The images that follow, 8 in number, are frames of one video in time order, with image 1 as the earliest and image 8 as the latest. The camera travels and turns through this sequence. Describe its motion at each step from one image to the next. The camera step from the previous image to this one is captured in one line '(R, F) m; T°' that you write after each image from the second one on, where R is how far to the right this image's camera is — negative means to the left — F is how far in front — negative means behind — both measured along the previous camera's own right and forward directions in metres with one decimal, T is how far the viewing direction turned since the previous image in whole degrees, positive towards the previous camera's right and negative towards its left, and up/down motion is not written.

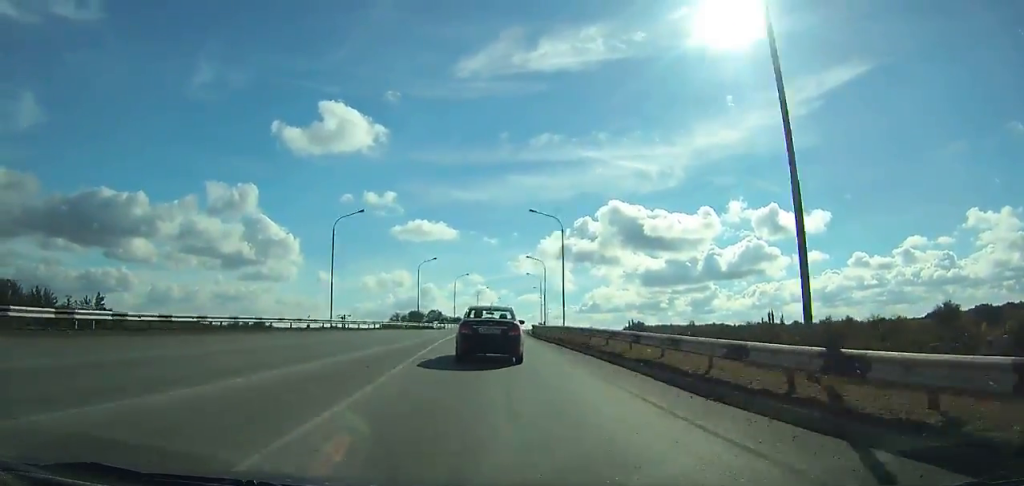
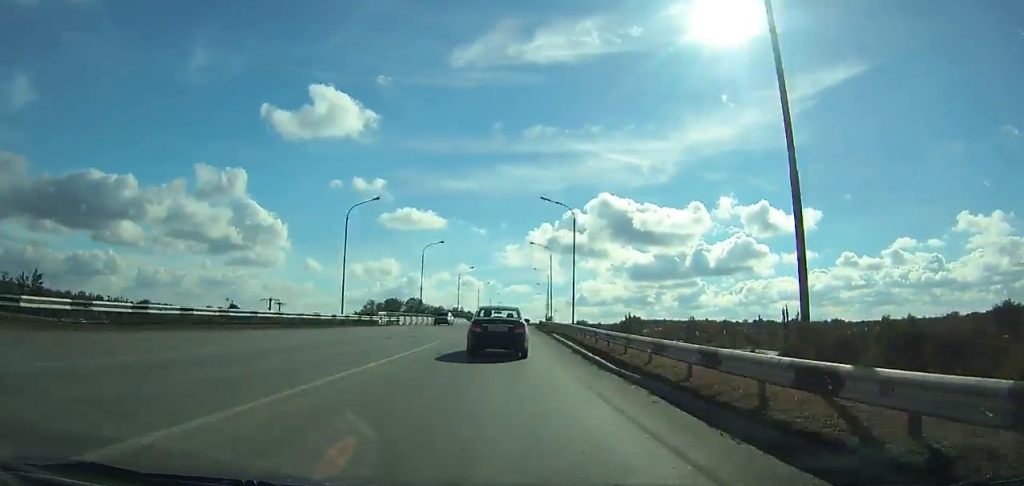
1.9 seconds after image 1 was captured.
(-0.5, +36.1) m; +1°
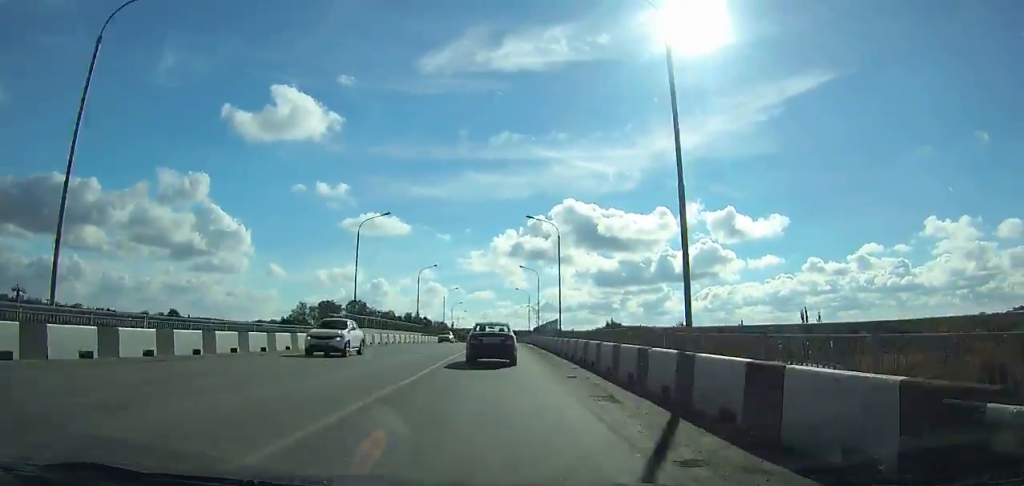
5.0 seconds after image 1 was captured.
(+1.5, +58.3) m; +3°
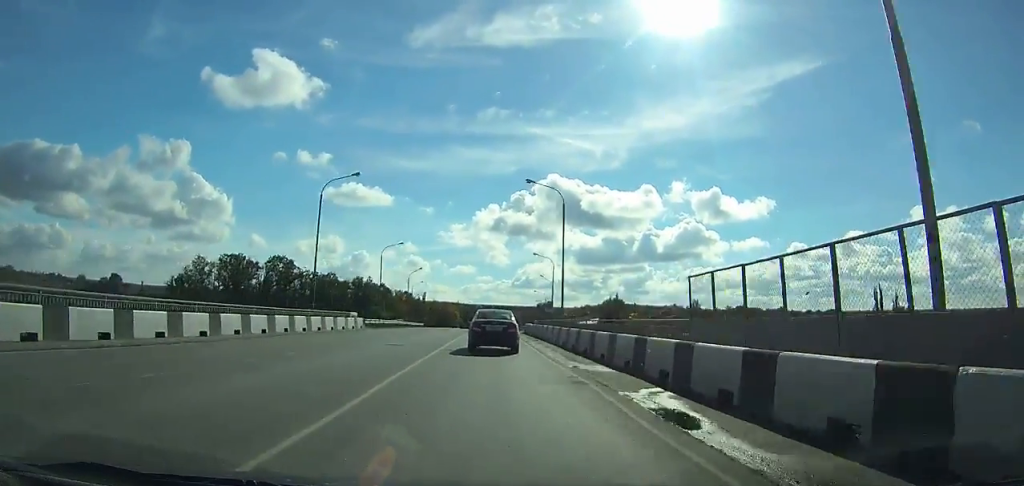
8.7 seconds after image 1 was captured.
(+1.7, +68.2) m; +2°
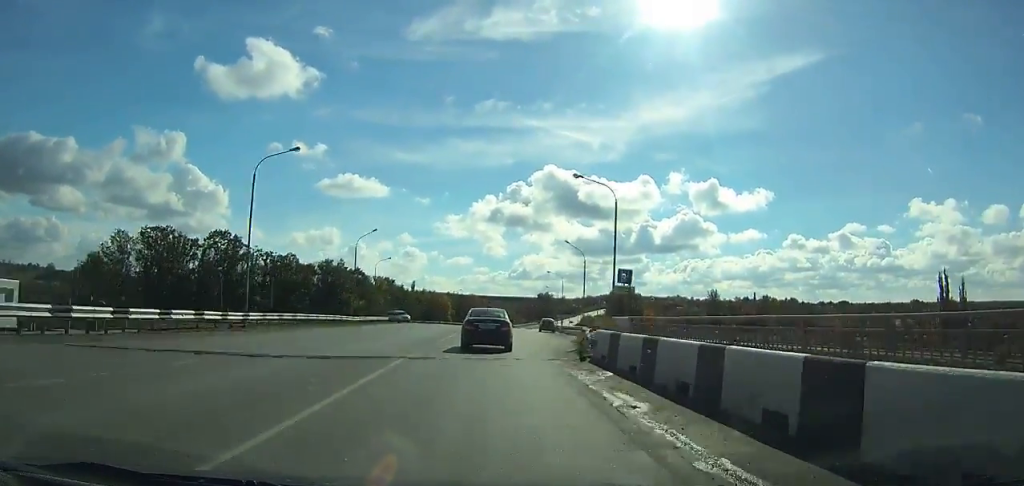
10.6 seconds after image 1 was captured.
(+0.1, +34.5) m; +1°
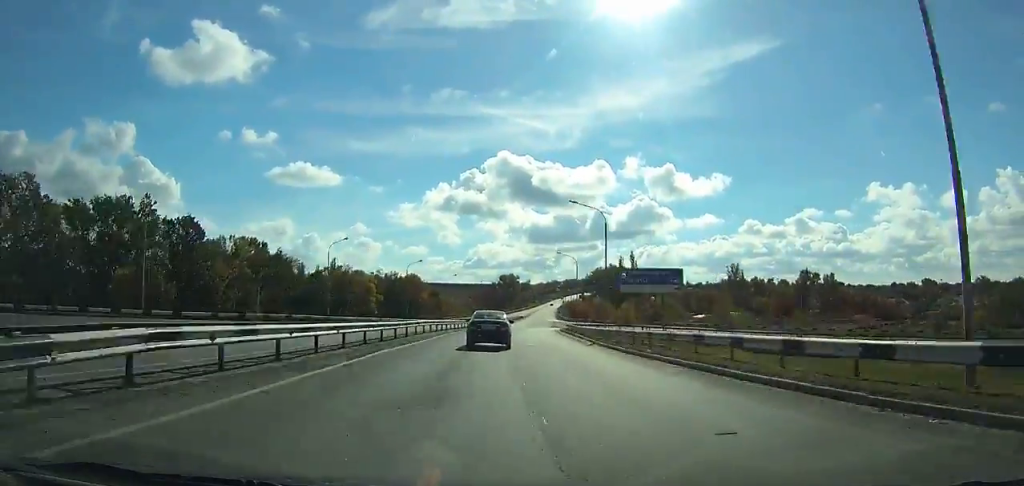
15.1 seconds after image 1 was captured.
(+2.4, +82.5) m; +3°
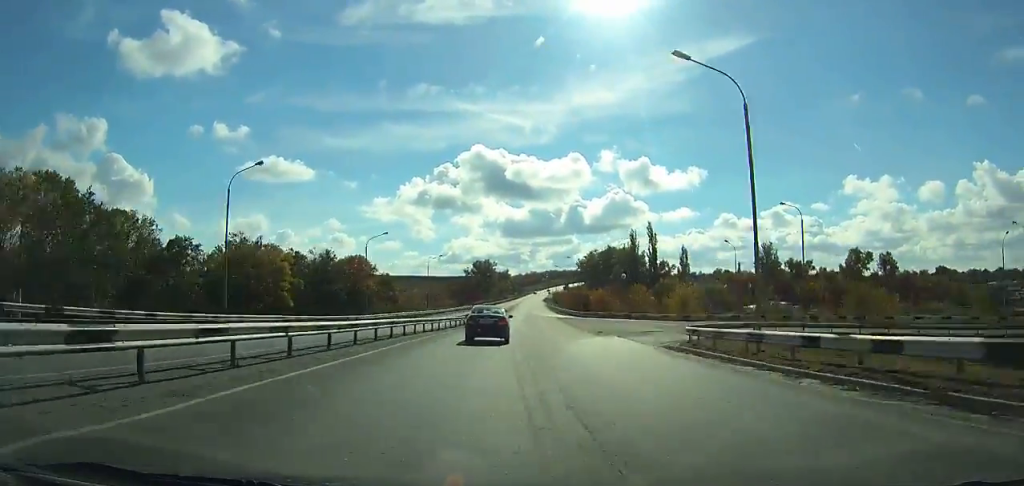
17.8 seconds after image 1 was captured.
(+1.1, +53.6) m; +2°
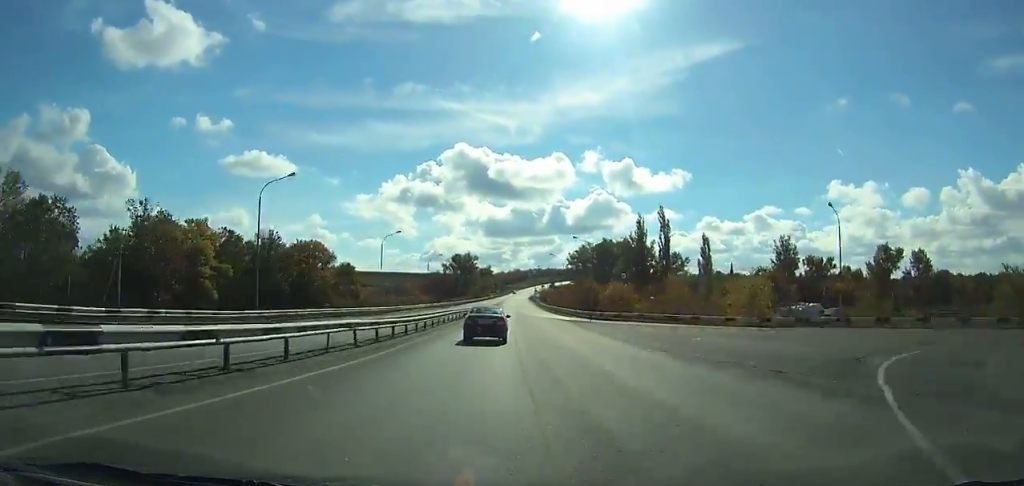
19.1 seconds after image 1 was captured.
(0.0, +26.9) m; +1°
